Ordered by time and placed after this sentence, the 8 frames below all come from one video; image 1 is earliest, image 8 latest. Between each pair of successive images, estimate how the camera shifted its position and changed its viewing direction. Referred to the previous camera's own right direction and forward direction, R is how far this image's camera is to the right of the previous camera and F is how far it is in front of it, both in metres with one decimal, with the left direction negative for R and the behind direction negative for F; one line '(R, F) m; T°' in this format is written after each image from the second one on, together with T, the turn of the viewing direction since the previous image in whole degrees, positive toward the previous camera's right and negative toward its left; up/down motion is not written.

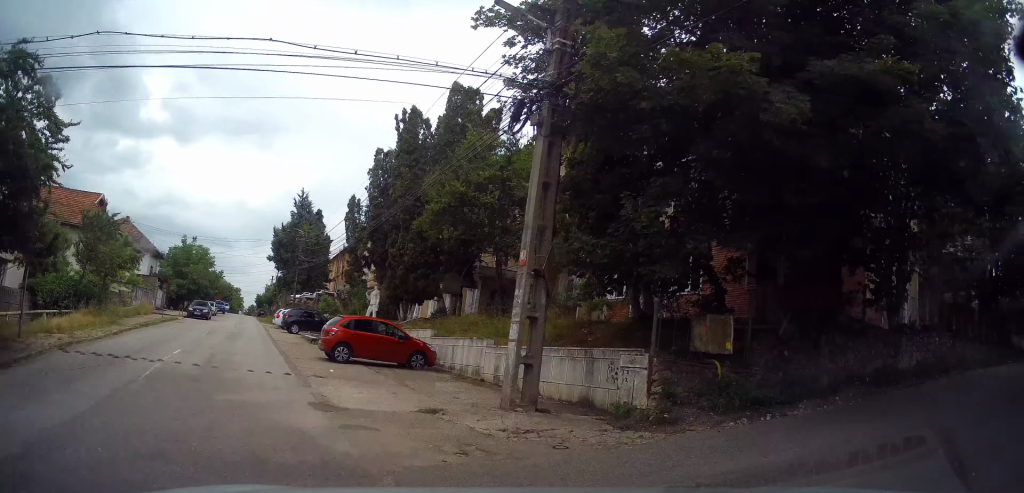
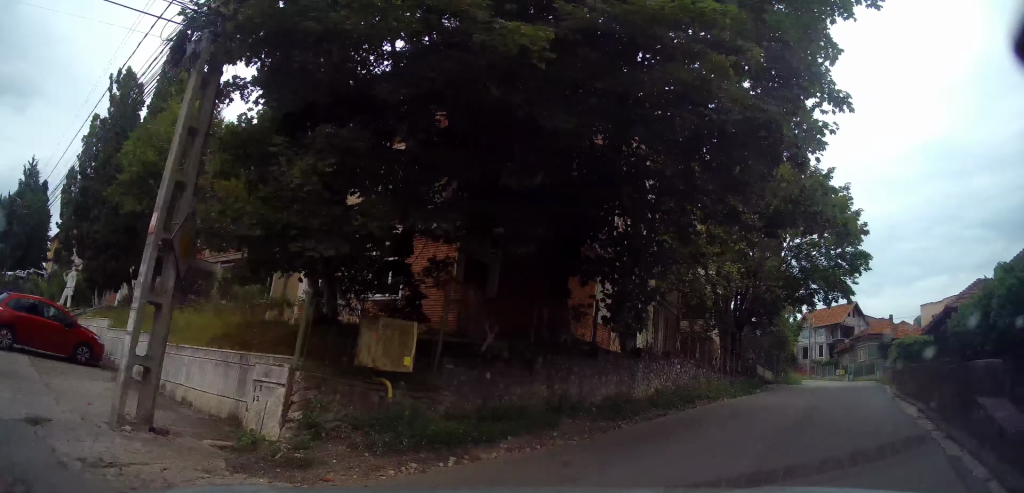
(+0.3, +2.5) m; +19°
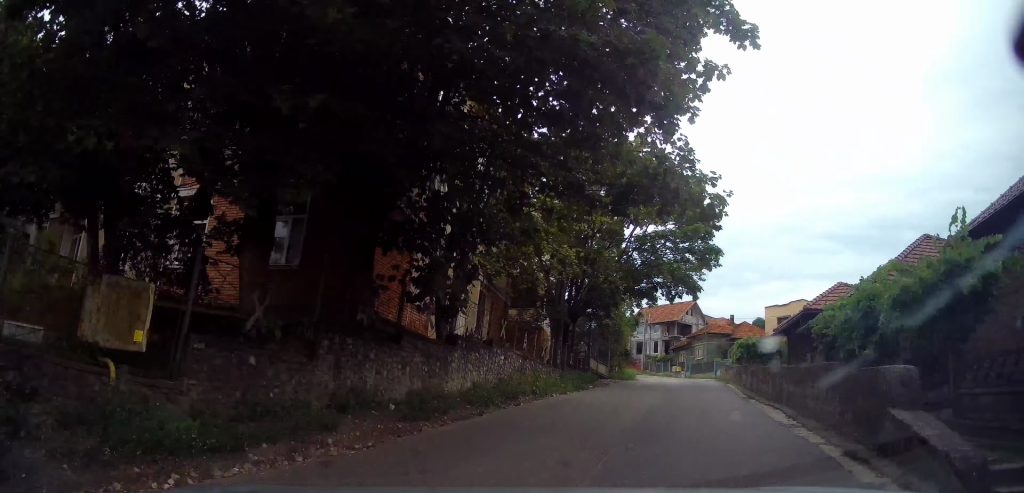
(+0.3, +1.9) m; +7°
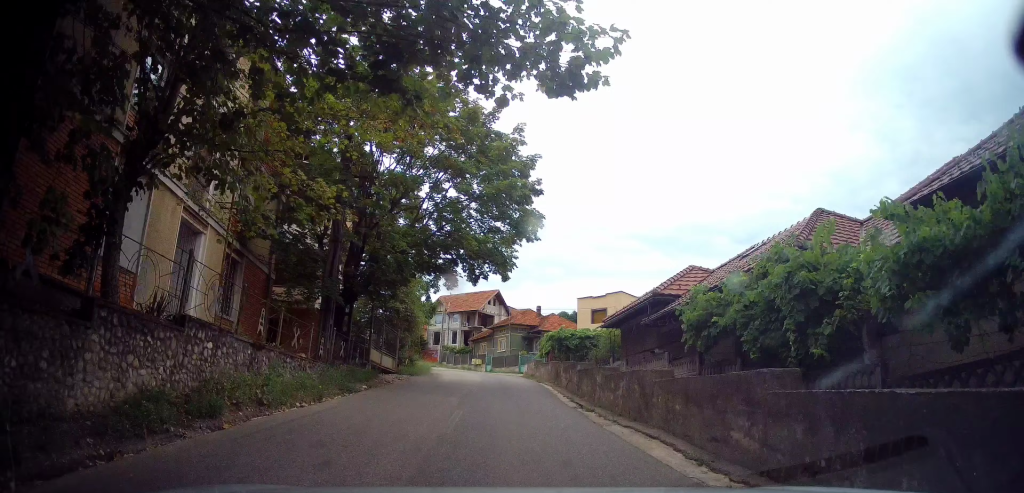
(+0.4, +4.8) m; +8°
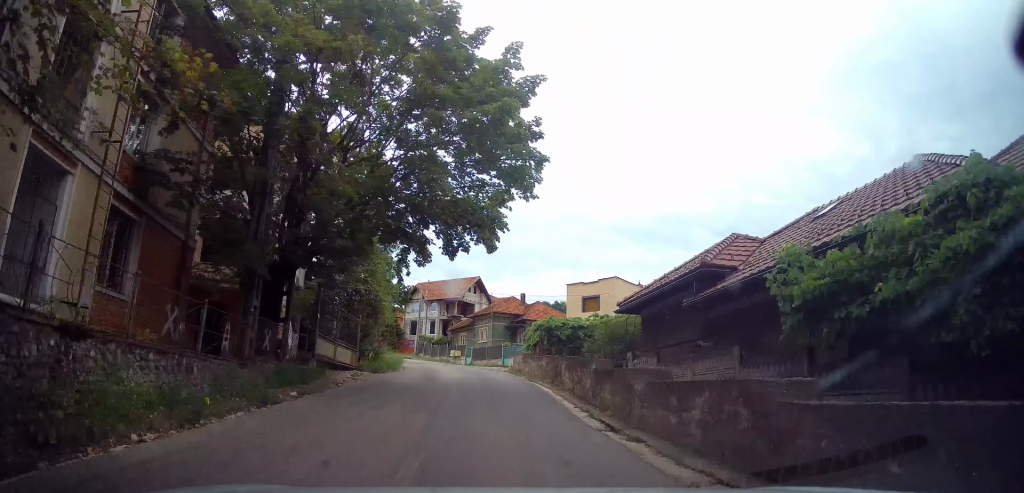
(+0.1, +4.1) m; 0°
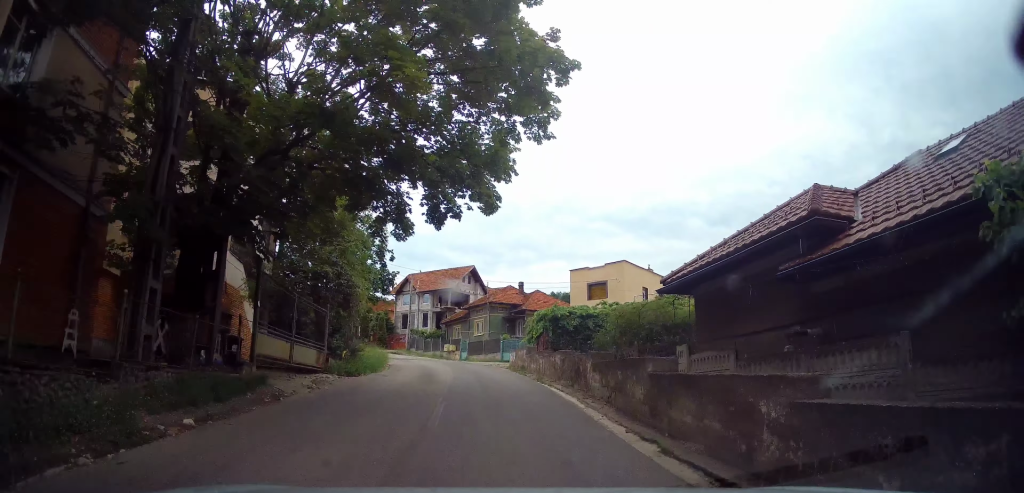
(-0.1, +4.2) m; -1°
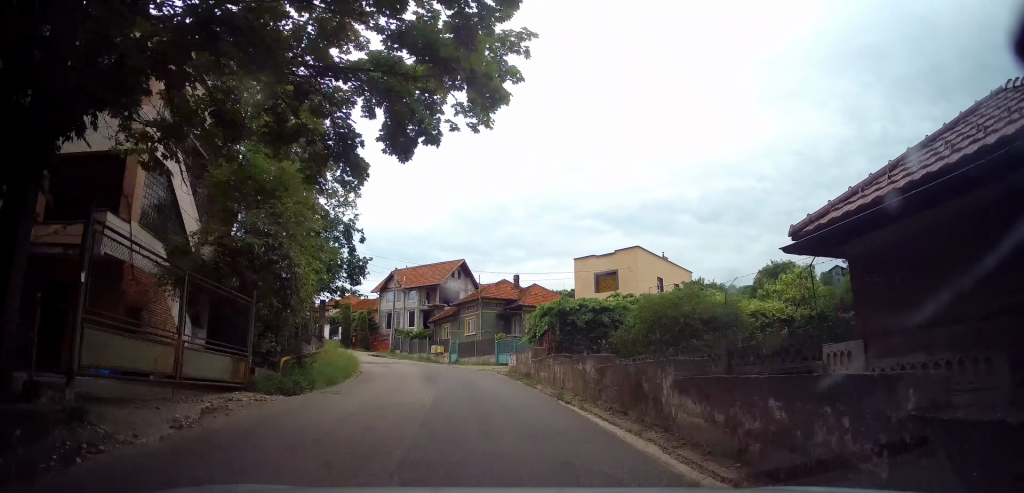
(0.0, +6.1) m; +2°
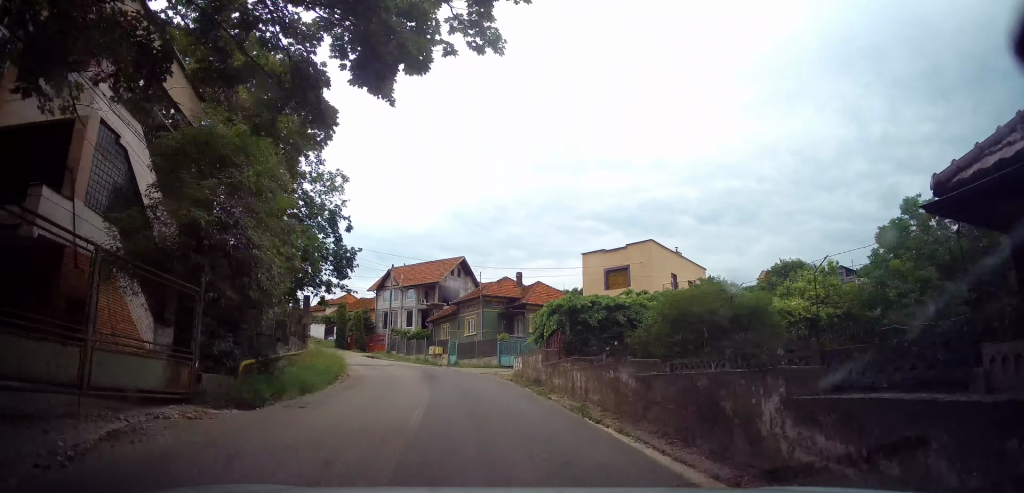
(0.0, +2.8) m; +1°
